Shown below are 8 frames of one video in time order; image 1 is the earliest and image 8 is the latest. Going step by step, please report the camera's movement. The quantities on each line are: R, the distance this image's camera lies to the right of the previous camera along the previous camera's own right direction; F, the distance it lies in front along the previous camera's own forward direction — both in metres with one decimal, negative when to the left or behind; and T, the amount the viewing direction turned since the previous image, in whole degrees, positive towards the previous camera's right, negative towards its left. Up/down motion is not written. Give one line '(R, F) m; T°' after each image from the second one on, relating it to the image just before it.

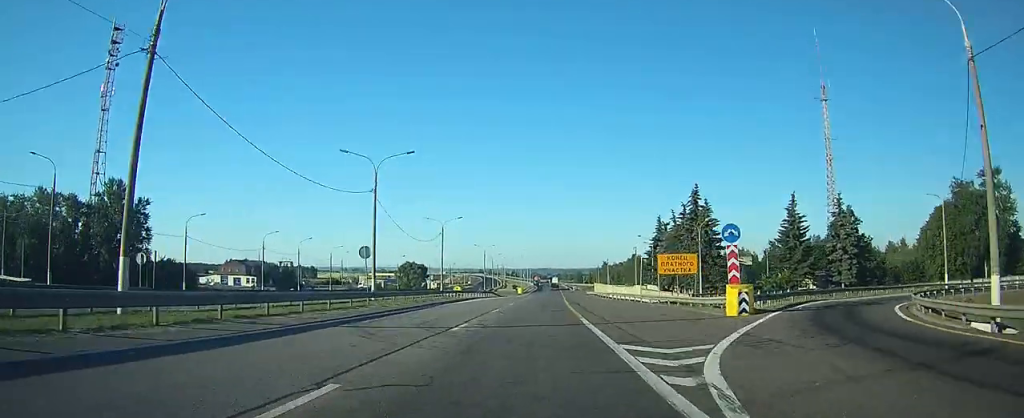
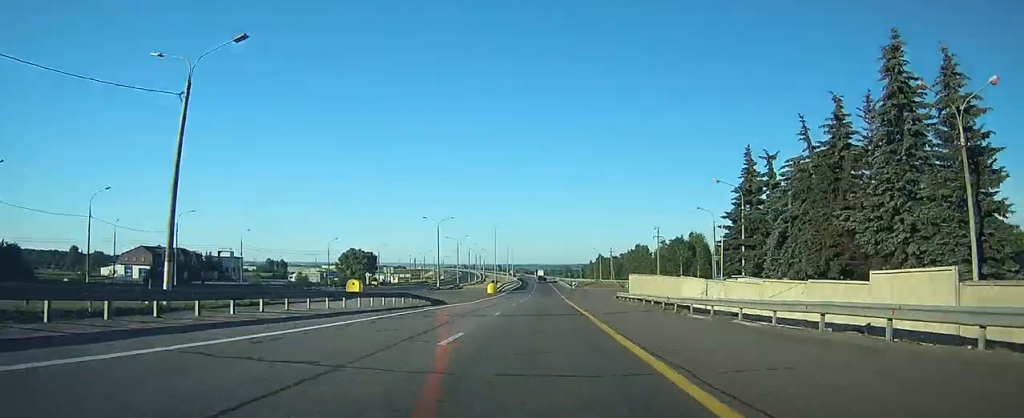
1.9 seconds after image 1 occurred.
(+0.7, +51.2) m; +1°
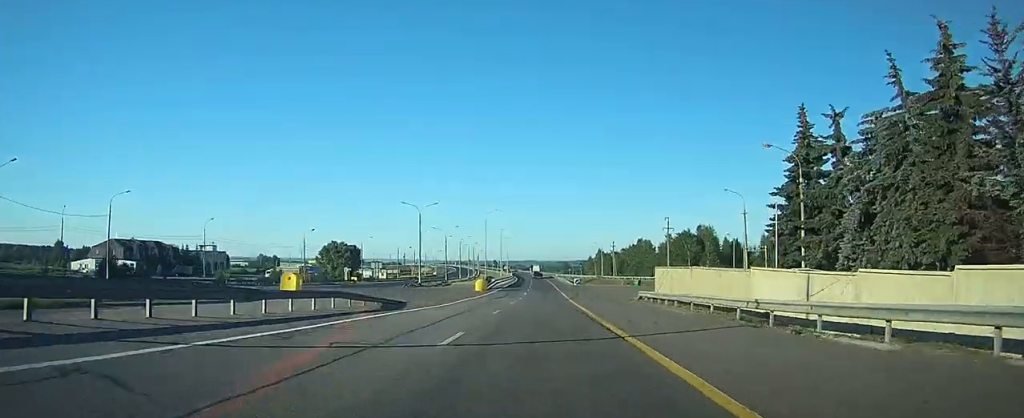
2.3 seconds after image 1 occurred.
(0.0, +12.8) m; 0°
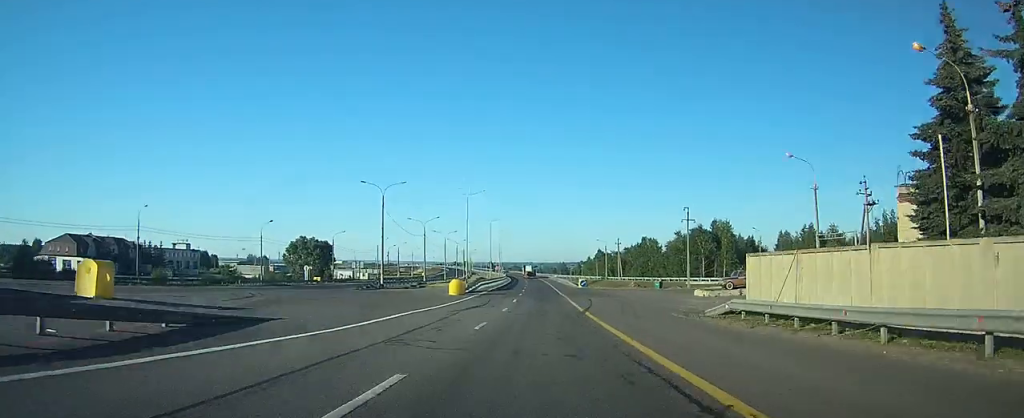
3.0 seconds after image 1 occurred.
(+0.1, +18.2) m; 0°
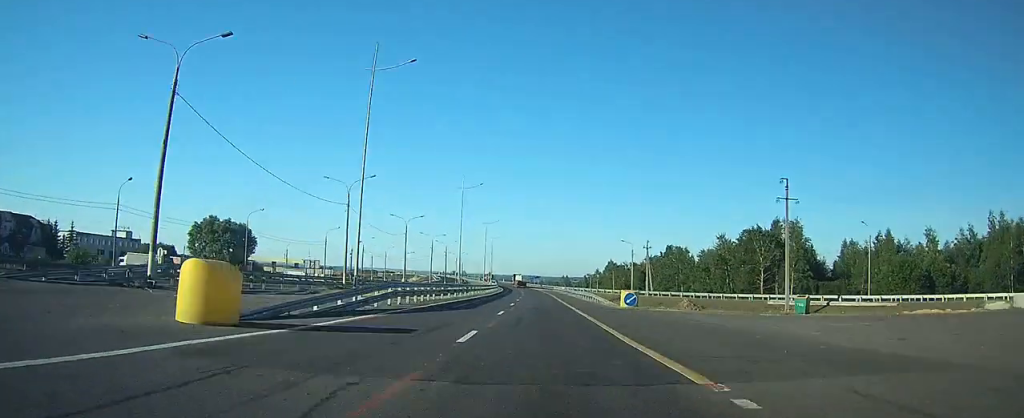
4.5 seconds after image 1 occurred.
(+0.1, +39.9) m; 0°
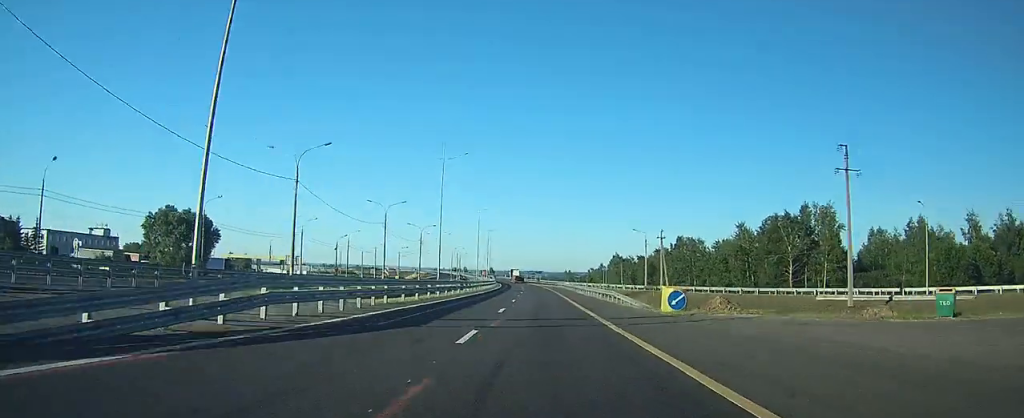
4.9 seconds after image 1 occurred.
(0.0, +12.7) m; 0°
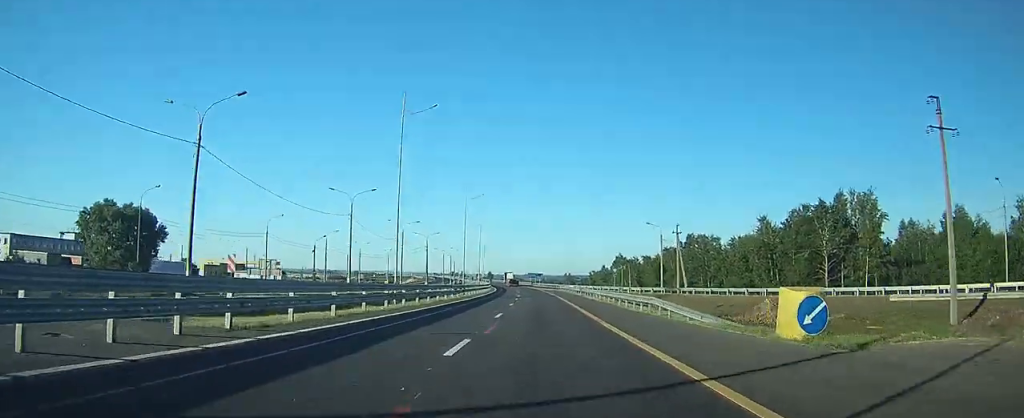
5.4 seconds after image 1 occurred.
(0.0, +13.6) m; 0°
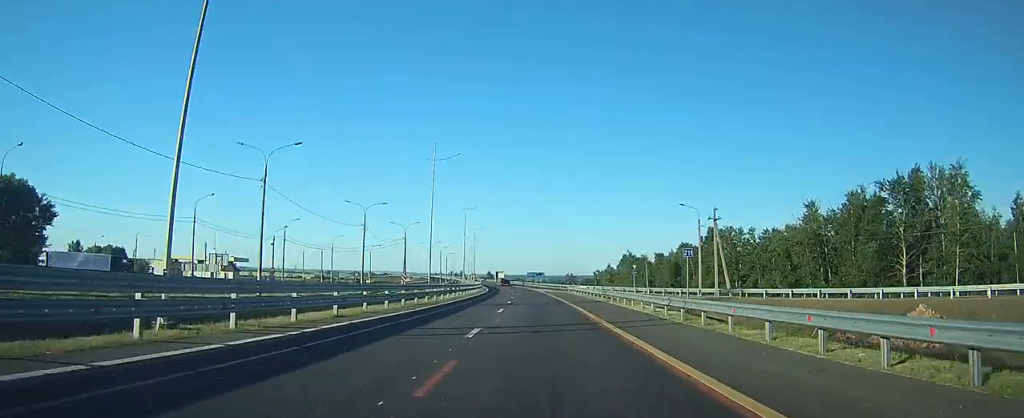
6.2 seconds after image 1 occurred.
(-0.1, +20.8) m; 0°
